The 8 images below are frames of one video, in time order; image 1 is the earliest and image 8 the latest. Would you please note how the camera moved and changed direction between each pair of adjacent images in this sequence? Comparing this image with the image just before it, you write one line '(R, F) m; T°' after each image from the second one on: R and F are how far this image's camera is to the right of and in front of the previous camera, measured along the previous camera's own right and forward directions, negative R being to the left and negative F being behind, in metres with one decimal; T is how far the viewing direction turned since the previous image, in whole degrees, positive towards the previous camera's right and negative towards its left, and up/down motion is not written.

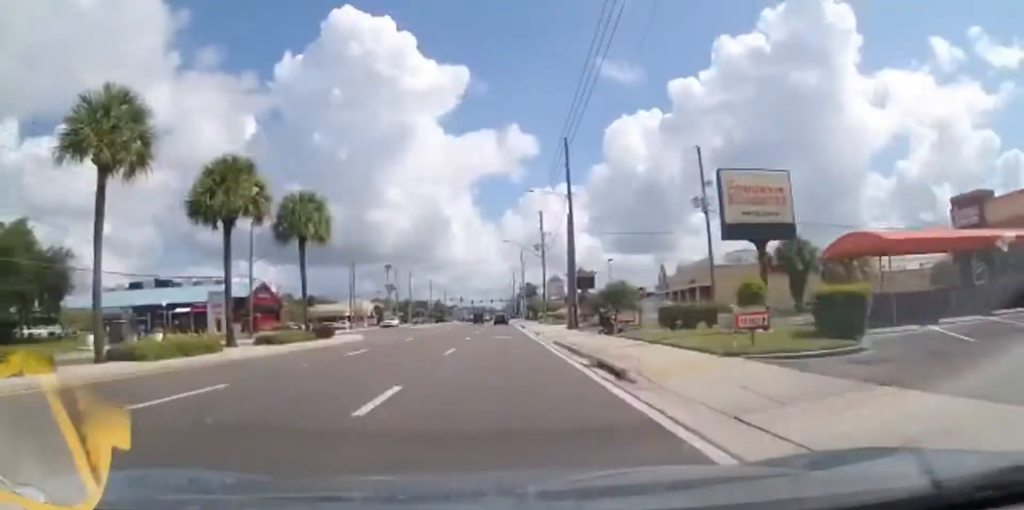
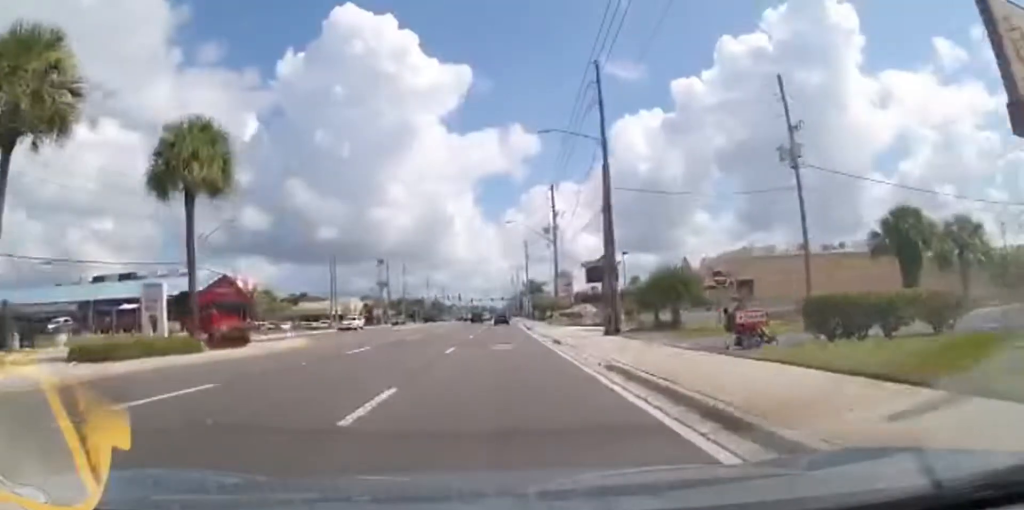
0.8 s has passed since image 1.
(-0.2, +12.3) m; 0°
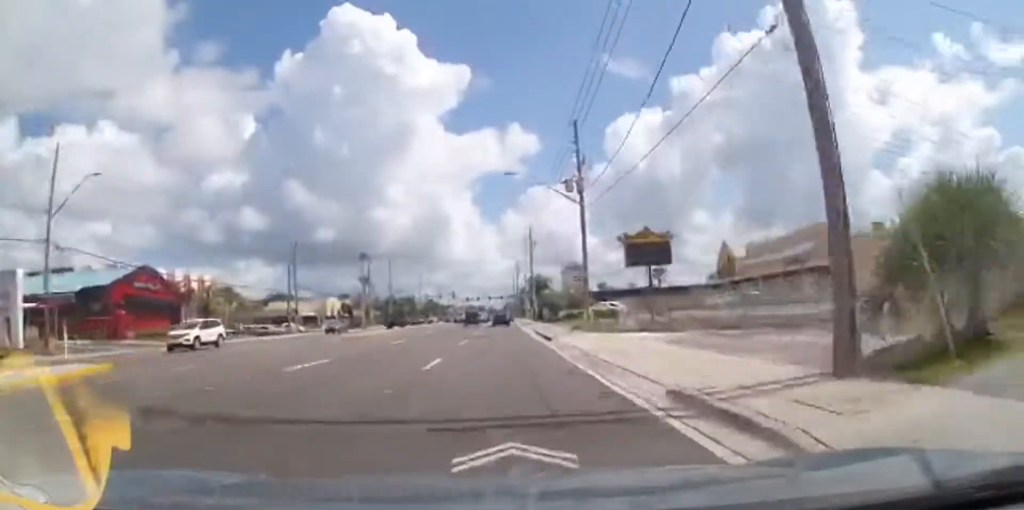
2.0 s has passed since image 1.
(+0.1, +17.5) m; +1°
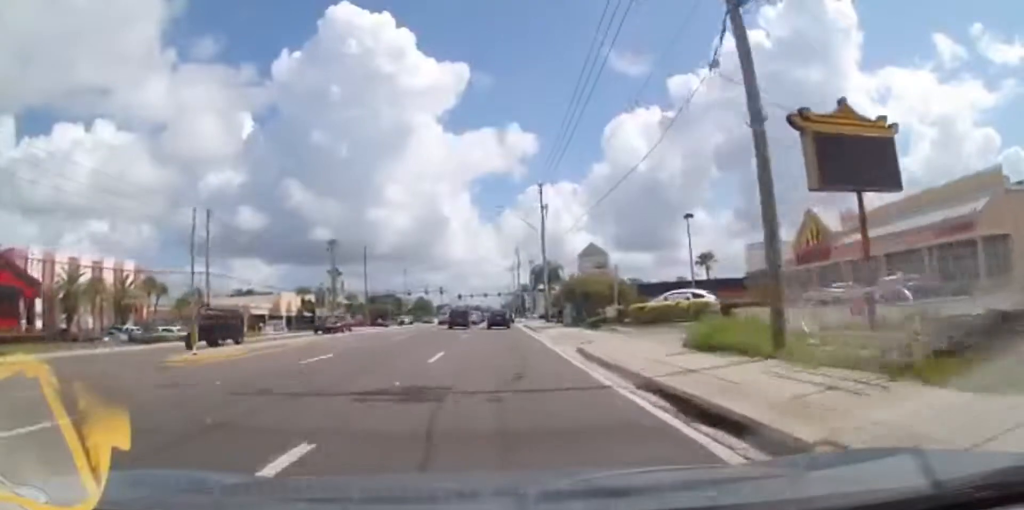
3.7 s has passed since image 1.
(0.0, +23.9) m; 0°
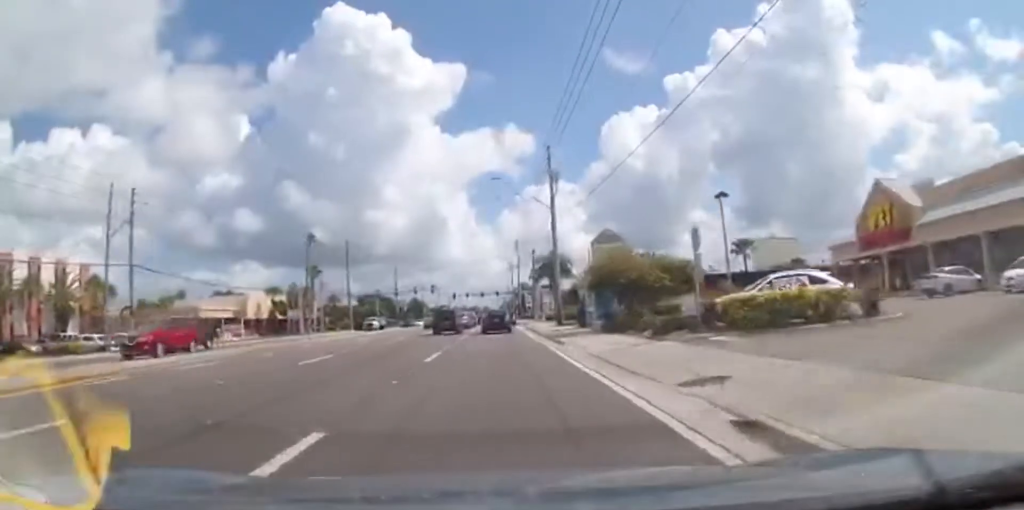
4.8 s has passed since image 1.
(+0.1, +12.2) m; +1°
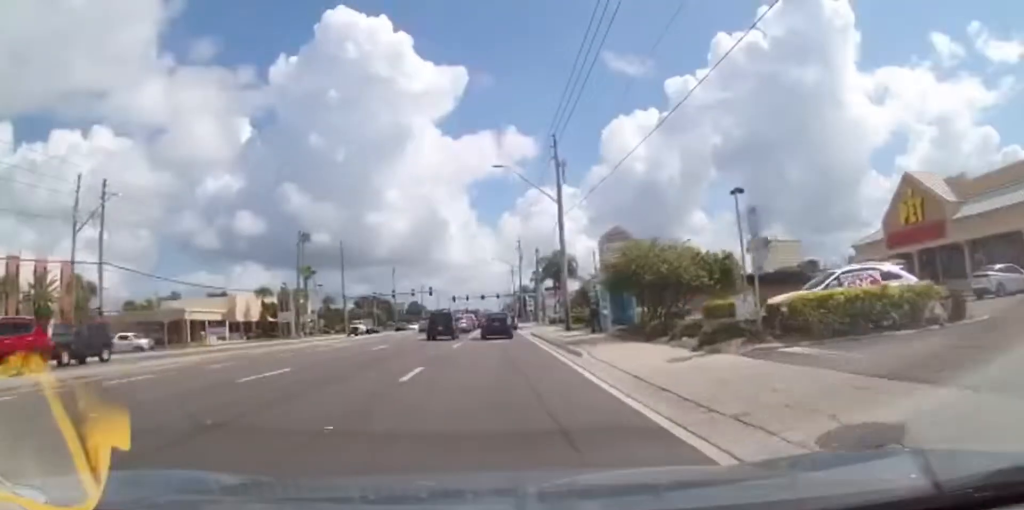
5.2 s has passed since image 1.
(+0.3, +4.1) m; 0°
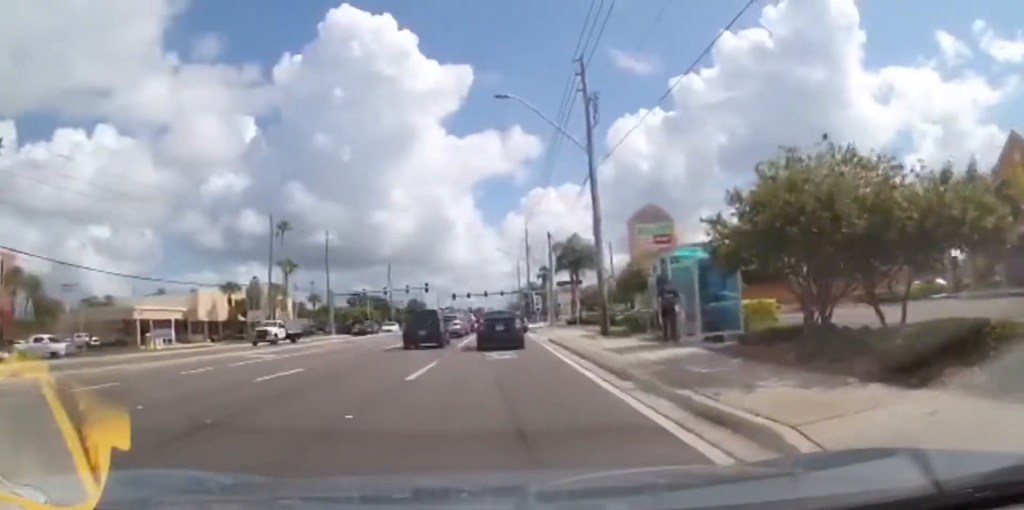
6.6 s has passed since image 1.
(-0.8, +12.1) m; -2°
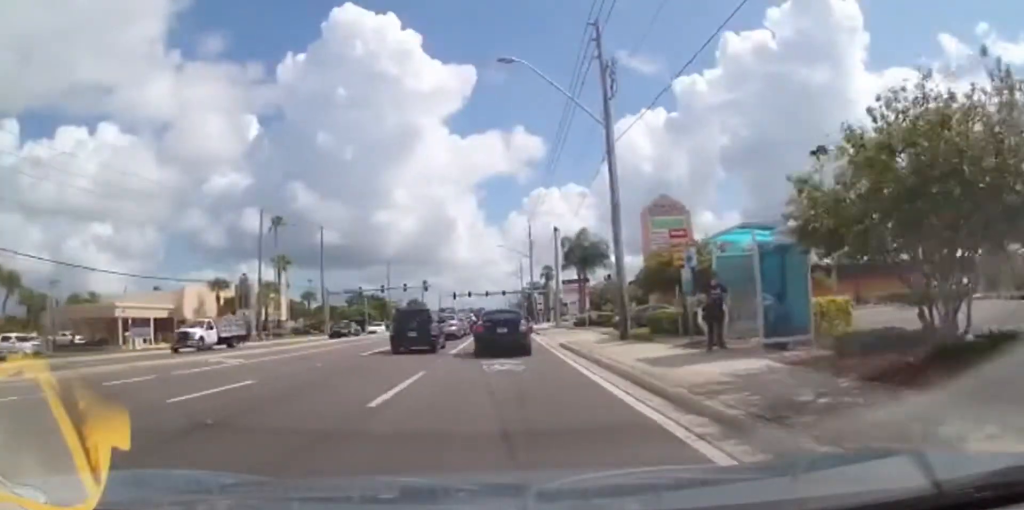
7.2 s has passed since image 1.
(+0.2, +4.3) m; +2°
